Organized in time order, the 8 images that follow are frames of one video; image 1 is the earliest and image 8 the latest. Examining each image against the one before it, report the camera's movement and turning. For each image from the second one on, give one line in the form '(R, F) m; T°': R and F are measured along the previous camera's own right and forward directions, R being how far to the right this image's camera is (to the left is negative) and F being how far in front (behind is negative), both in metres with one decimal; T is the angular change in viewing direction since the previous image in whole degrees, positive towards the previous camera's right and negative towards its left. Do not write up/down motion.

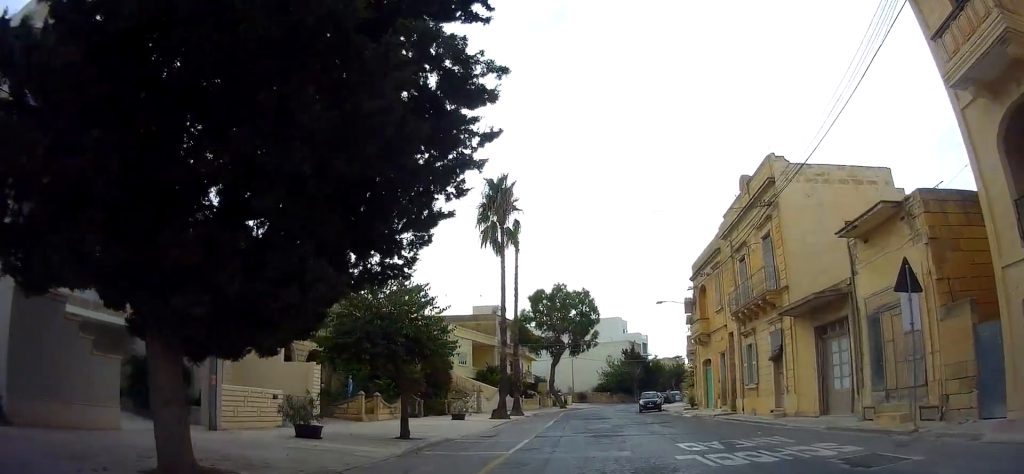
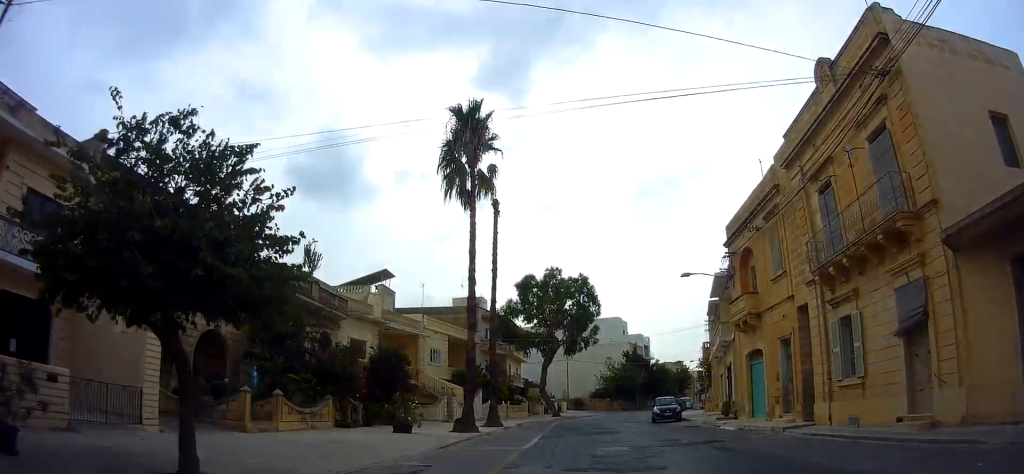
(-0.9, +9.6) m; -7°
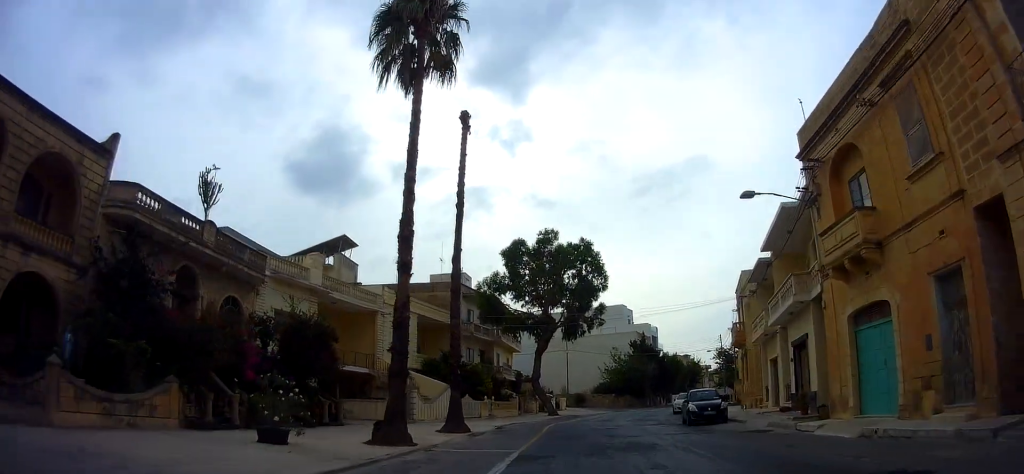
(+0.2, +10.1) m; +5°
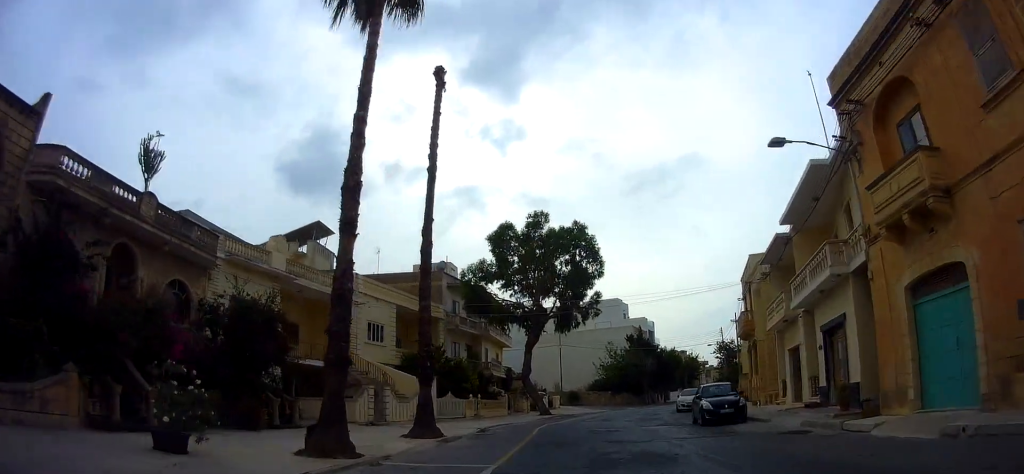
(+0.1, +3.5) m; +2°
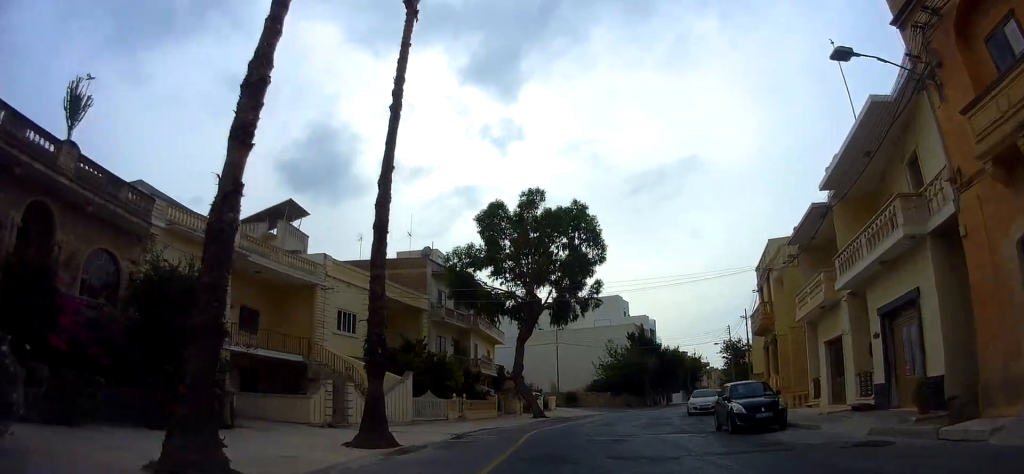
(0.0, +4.2) m; +2°
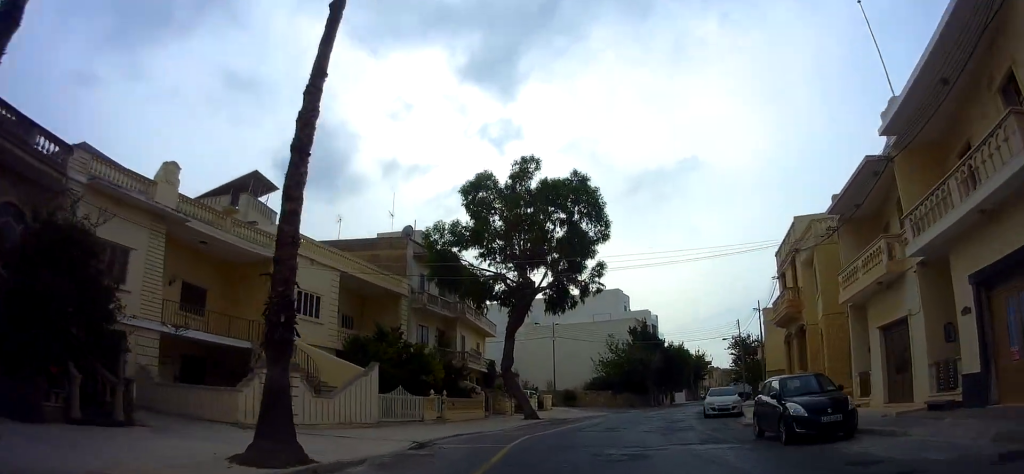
(+0.1, +4.4) m; 0°
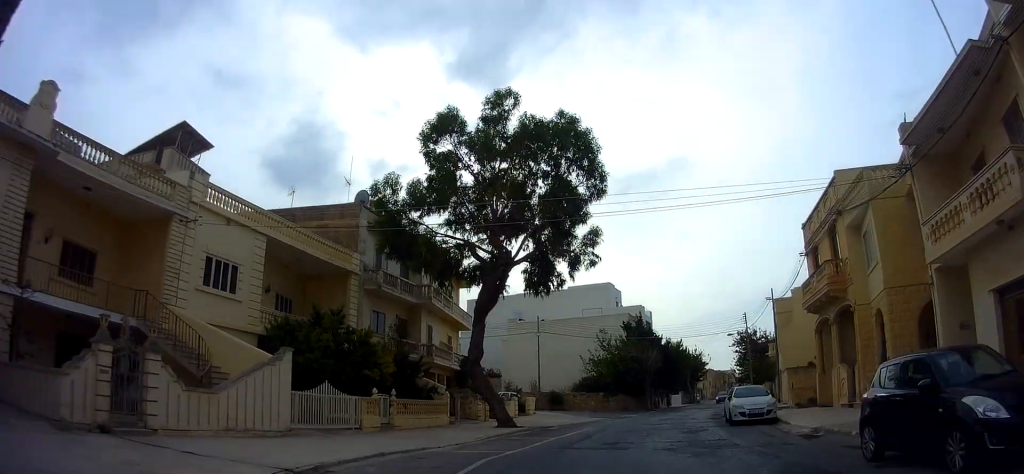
(+0.1, +6.3) m; -1°
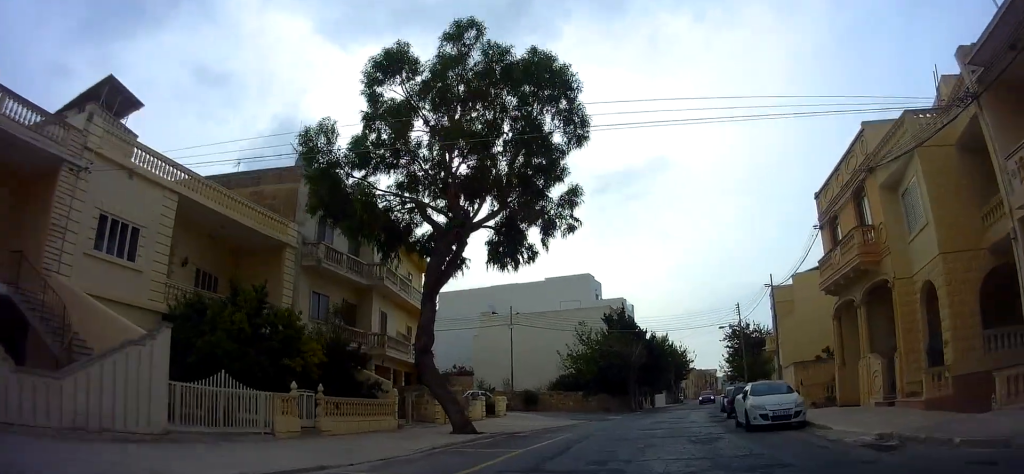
(-0.1, +4.6) m; -2°
